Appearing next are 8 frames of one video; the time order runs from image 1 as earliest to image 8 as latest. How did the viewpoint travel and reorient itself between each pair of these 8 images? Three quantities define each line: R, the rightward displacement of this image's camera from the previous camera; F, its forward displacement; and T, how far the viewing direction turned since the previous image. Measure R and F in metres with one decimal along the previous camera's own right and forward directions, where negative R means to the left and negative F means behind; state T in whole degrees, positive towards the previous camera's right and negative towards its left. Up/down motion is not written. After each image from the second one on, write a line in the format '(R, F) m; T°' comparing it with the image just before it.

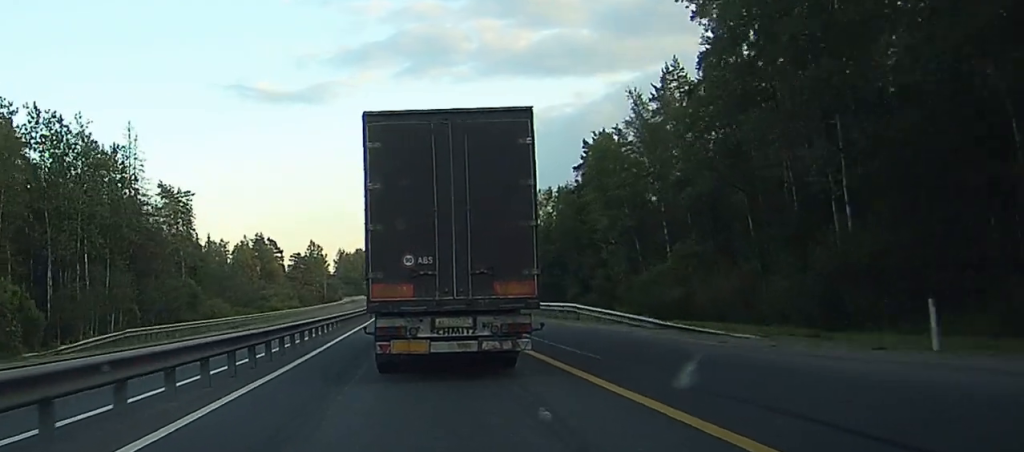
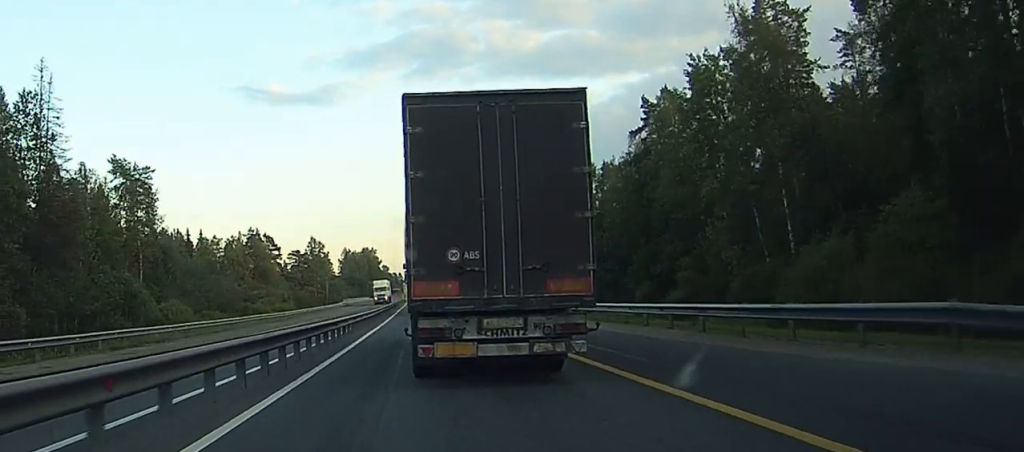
(0.0, +24.7) m; 0°
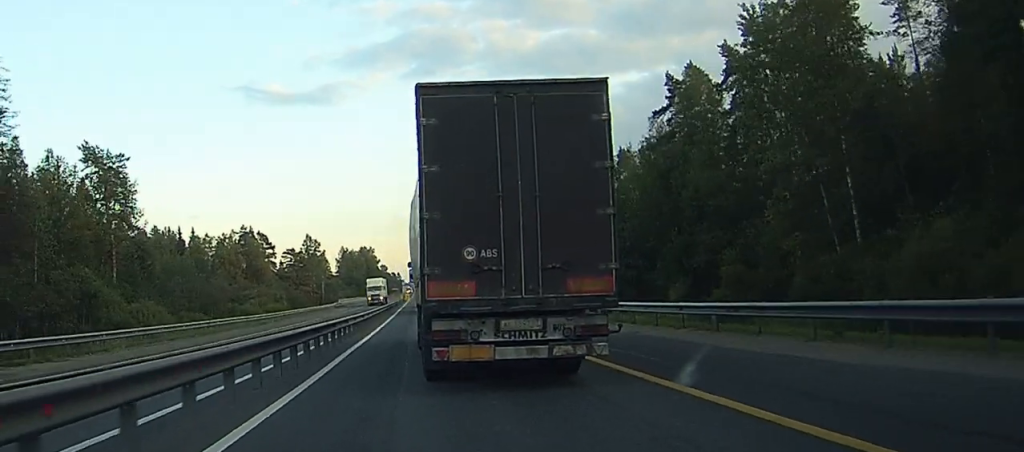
(0.0, +8.6) m; 0°
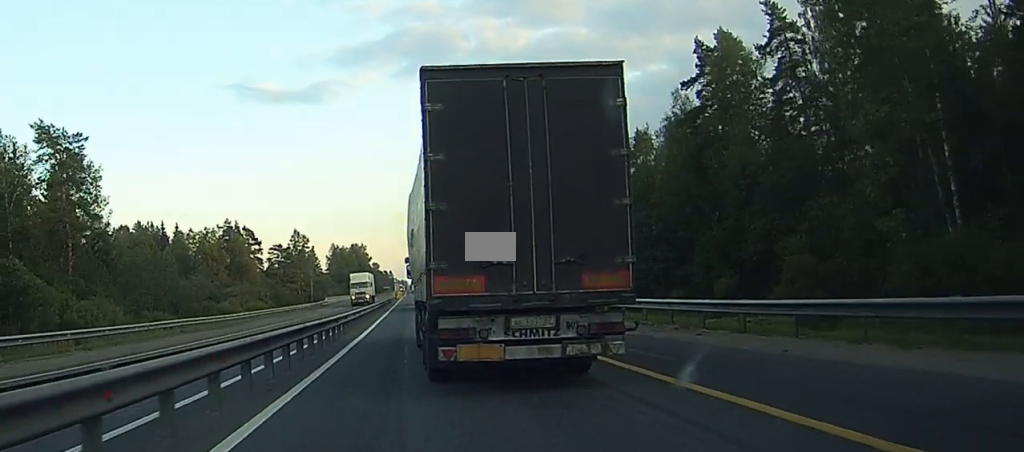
(0.0, +9.3) m; 0°
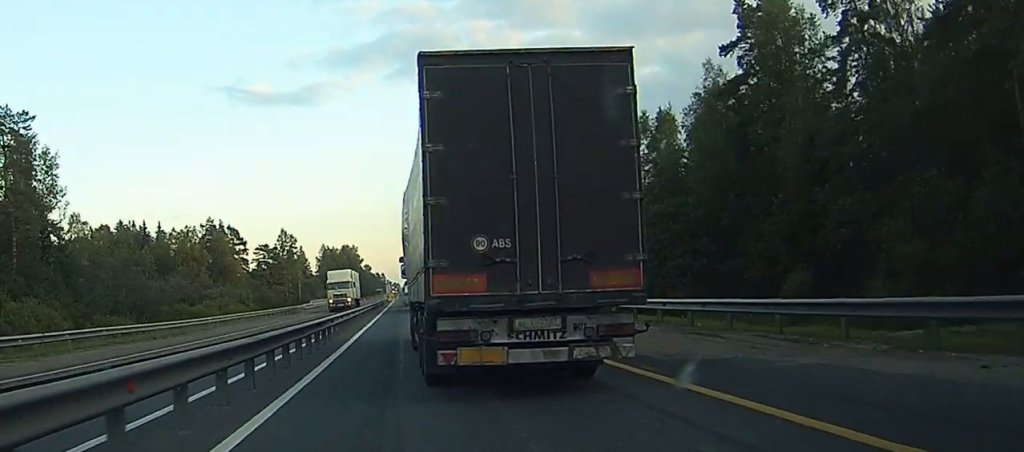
(0.0, +9.7) m; 0°
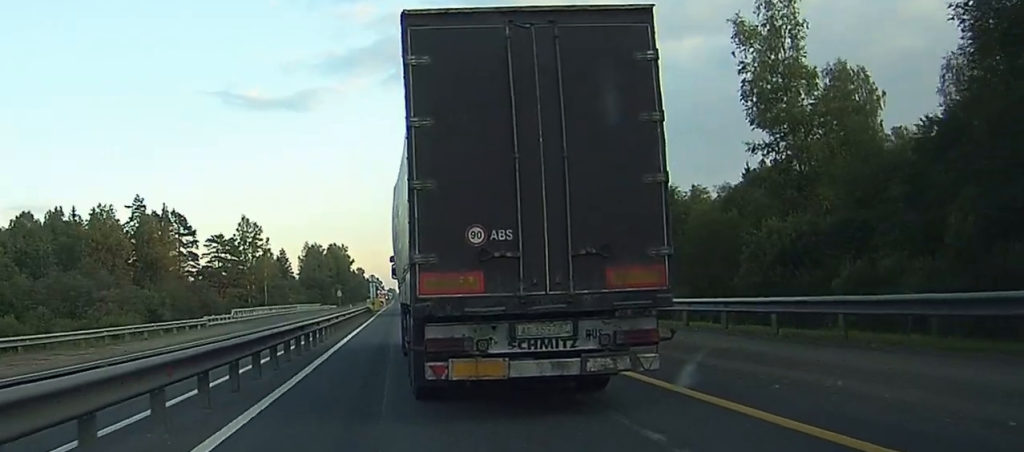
(+0.6, +41.6) m; 0°
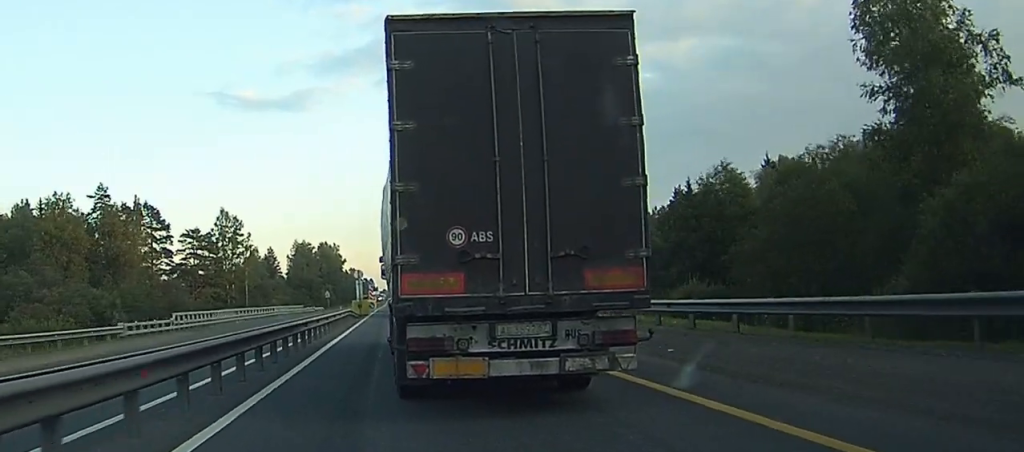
(-0.1, +14.7) m; -2°
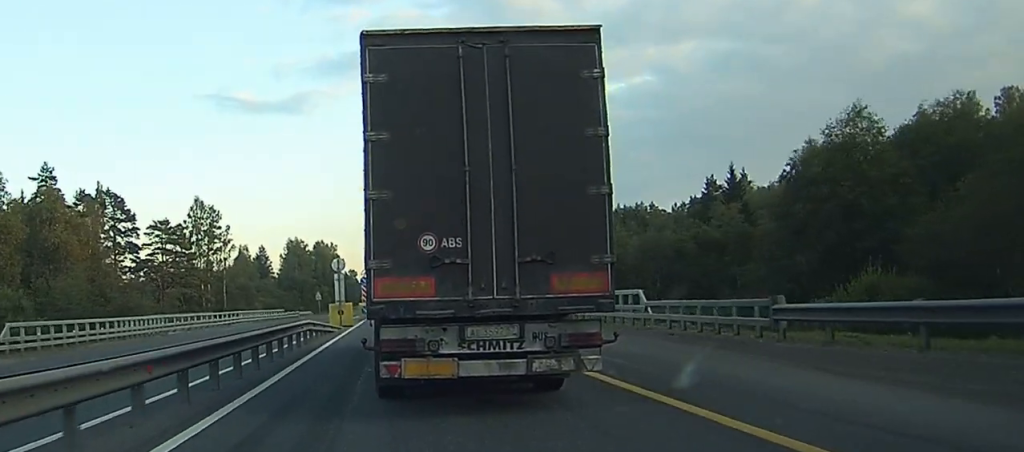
(-0.4, +22.4) m; 0°
